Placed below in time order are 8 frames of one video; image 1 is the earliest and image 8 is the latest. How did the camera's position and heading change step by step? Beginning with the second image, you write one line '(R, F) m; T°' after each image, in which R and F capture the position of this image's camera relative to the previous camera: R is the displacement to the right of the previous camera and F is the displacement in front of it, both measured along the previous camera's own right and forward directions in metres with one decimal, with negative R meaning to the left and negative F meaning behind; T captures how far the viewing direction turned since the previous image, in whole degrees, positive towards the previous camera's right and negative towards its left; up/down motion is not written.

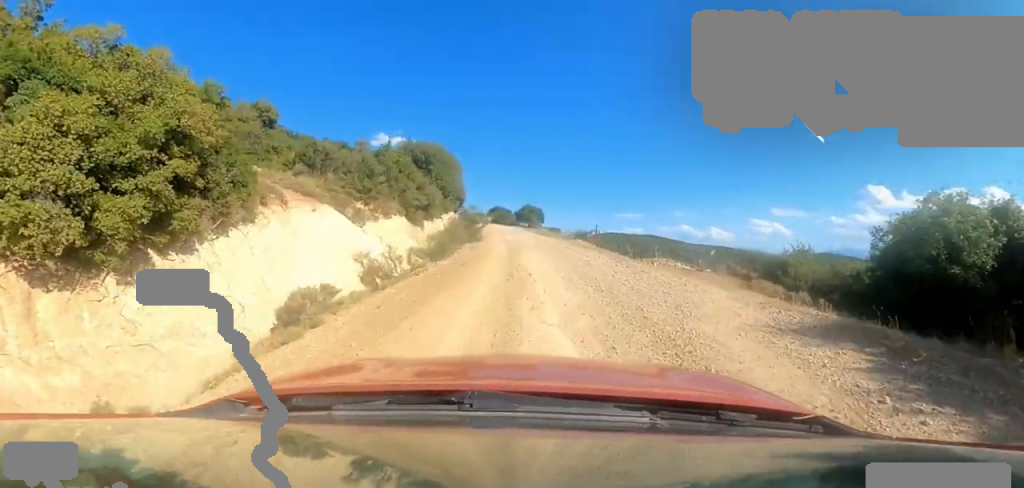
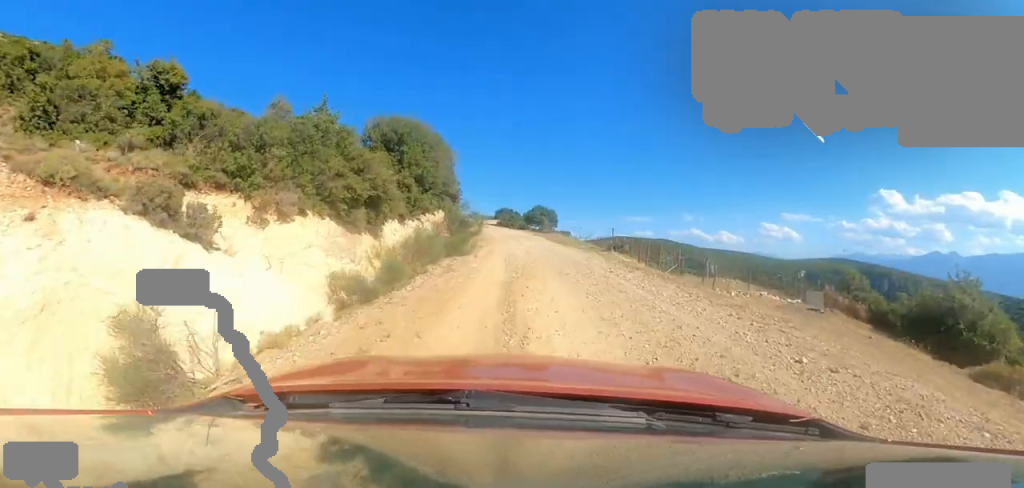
(-0.1, +7.1) m; +6°
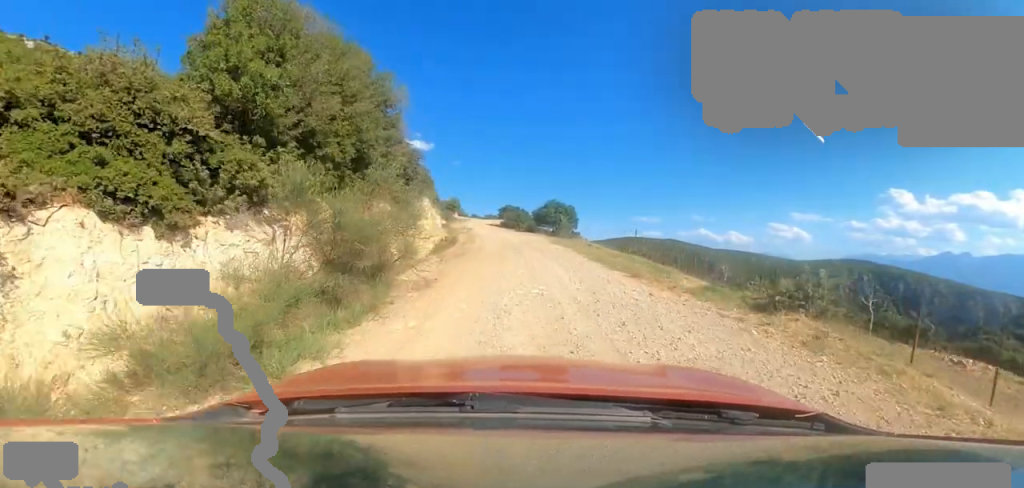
(+0.6, +11.2) m; -2°
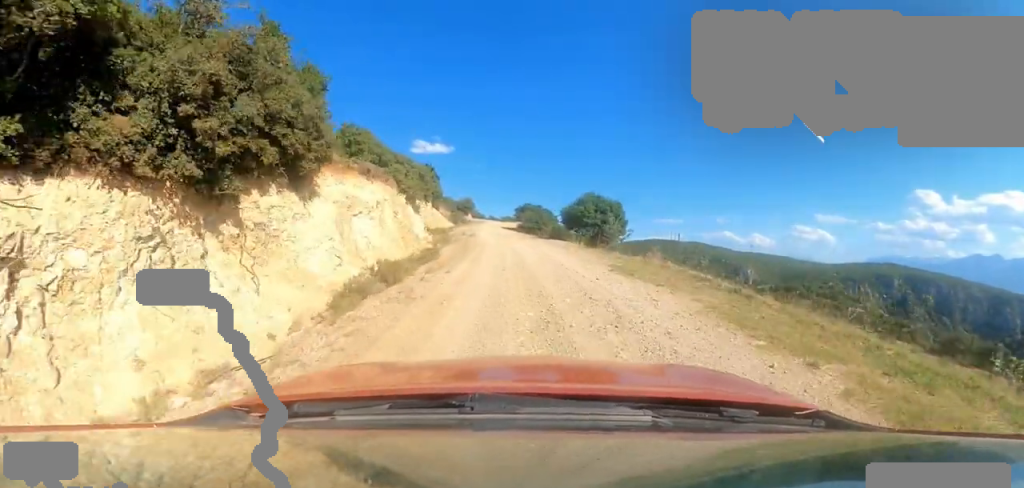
(-0.8, +10.8) m; -4°
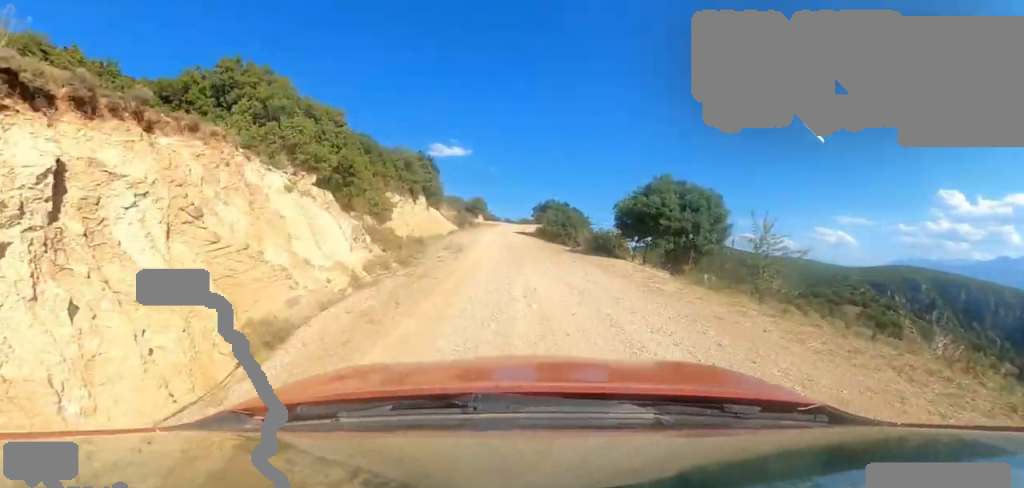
(-0.6, +10.9) m; -10°
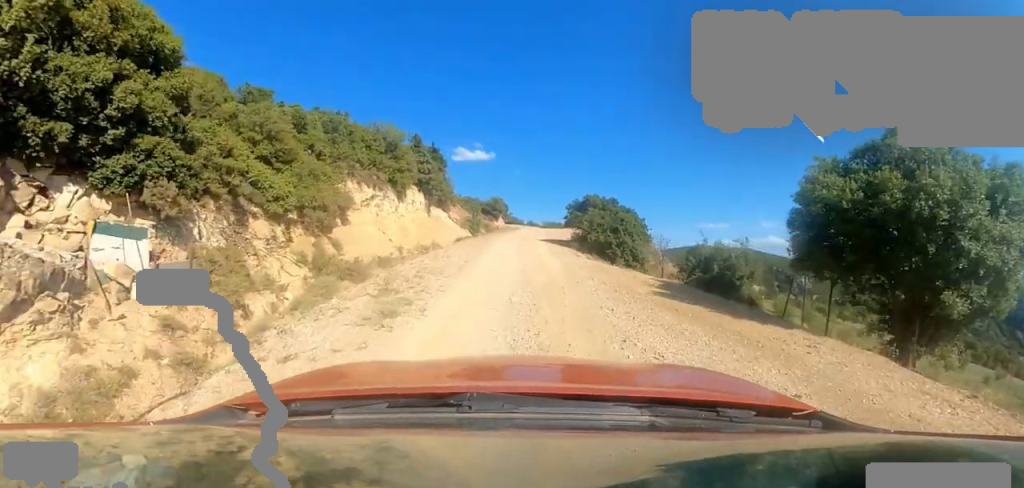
(-0.7, +9.4) m; 0°
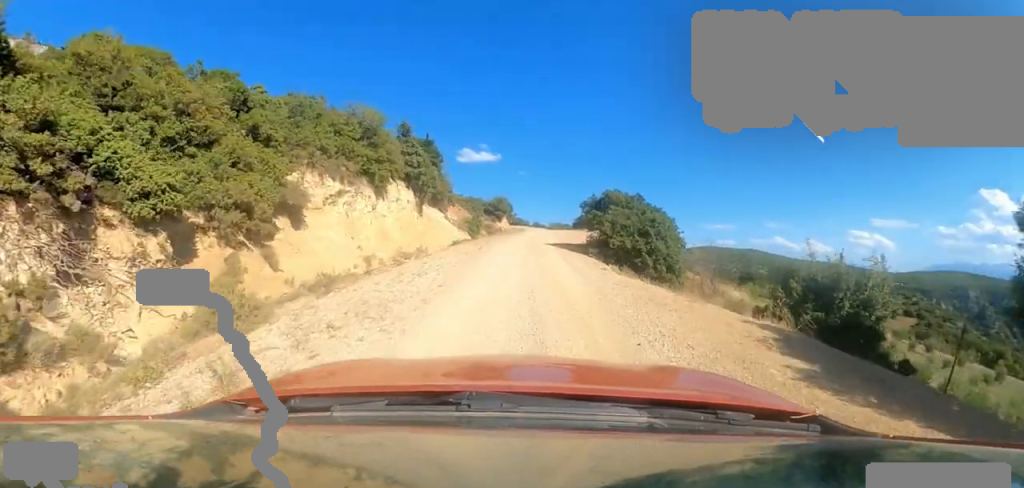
(0.0, +4.2) m; +3°
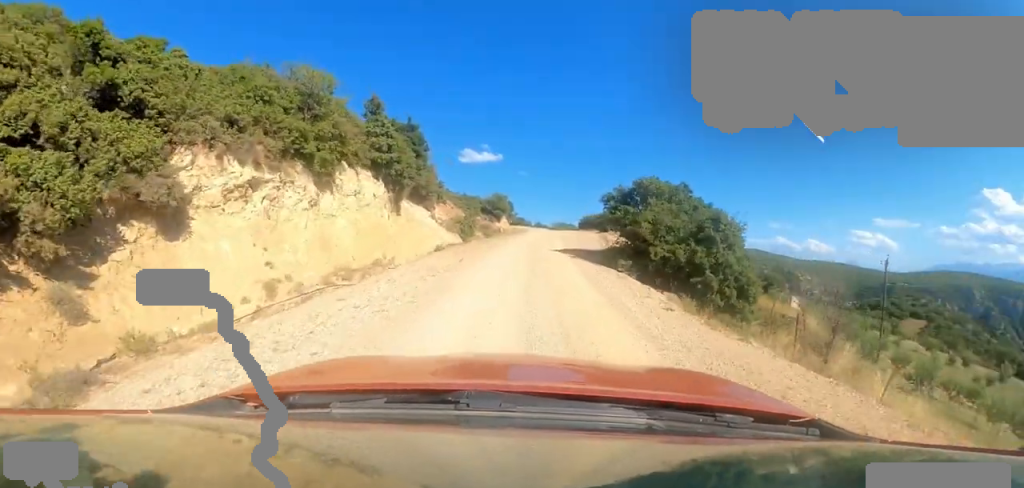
(+0.5, +5.4) m; -1°
